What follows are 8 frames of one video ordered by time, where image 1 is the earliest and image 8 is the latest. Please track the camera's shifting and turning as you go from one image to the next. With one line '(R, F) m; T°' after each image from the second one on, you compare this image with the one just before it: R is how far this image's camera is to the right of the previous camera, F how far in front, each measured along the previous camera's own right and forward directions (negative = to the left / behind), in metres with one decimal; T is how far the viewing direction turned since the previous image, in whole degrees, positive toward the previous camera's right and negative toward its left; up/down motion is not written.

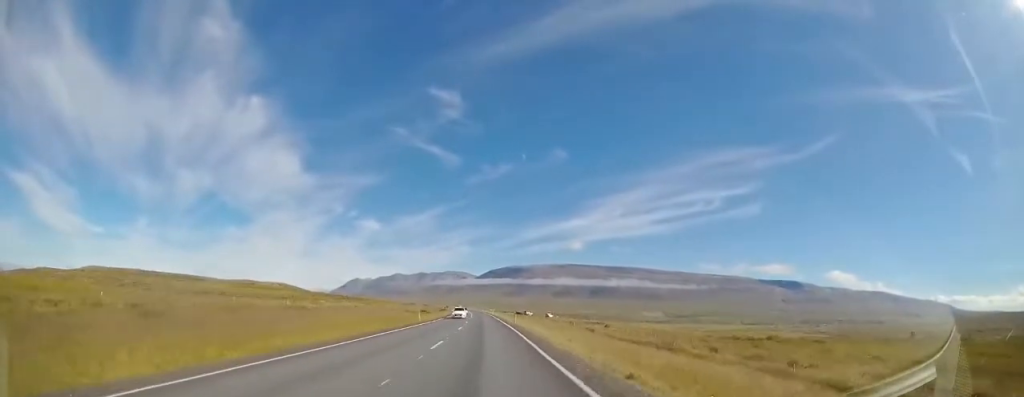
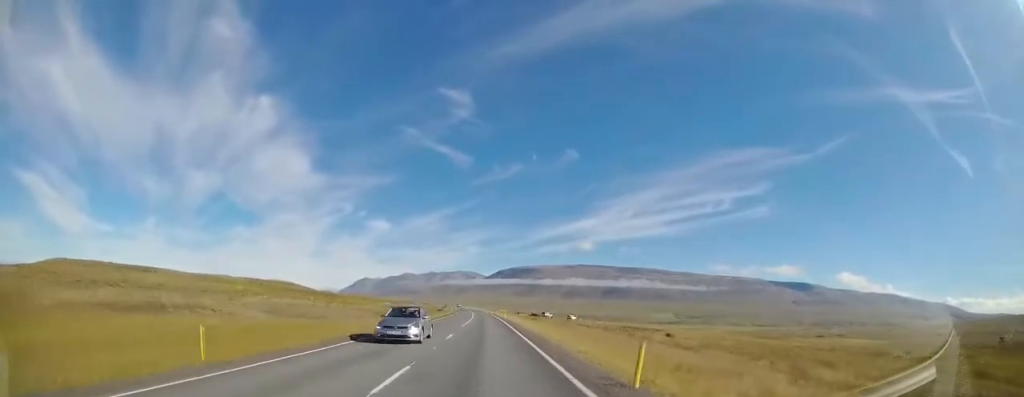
(-0.2, +30.6) m; -1°
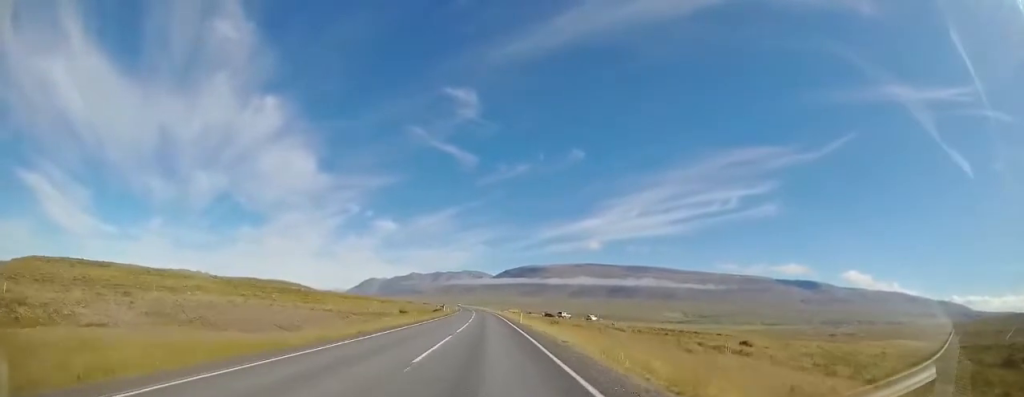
(-0.1, +19.8) m; -1°
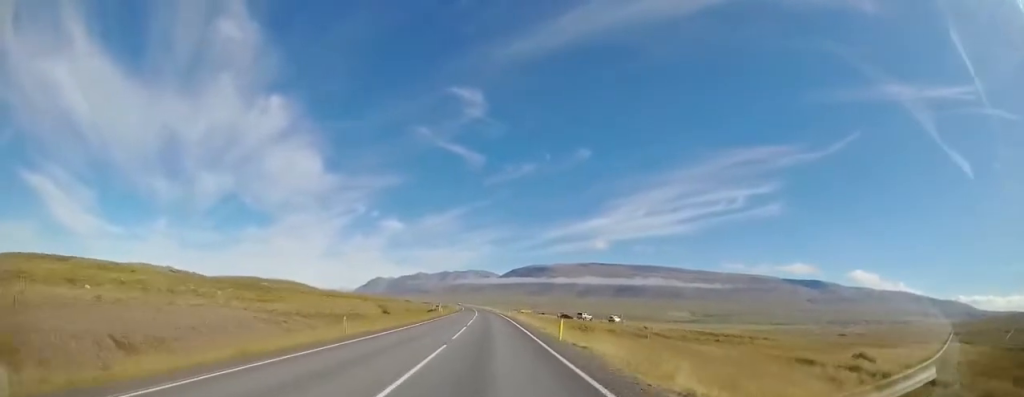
(-0.2, +17.8) m; -1°
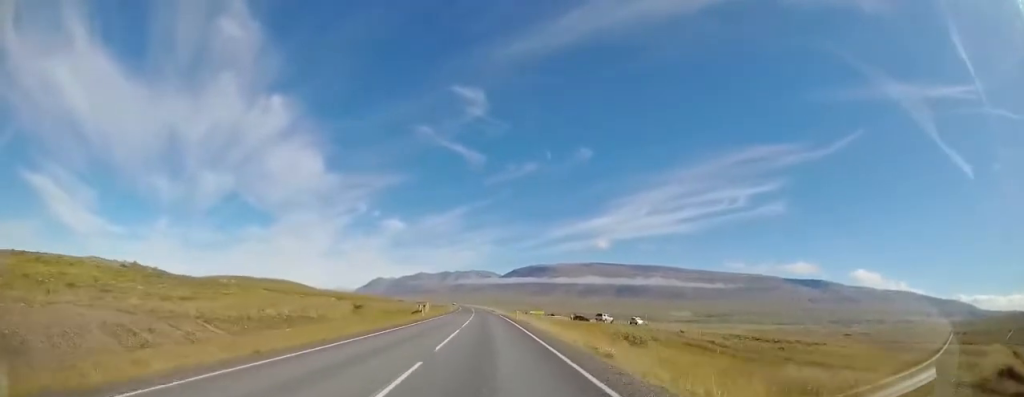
(0.0, +16.5) m; +1°
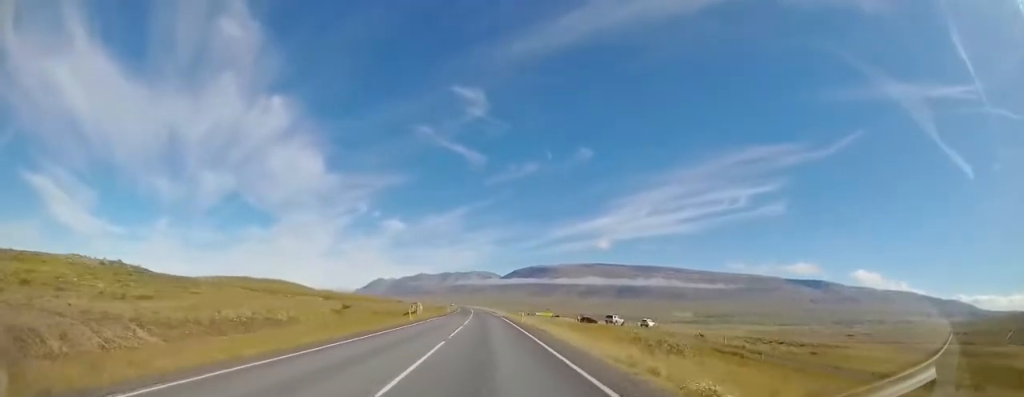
(+0.2, +6.7) m; +1°
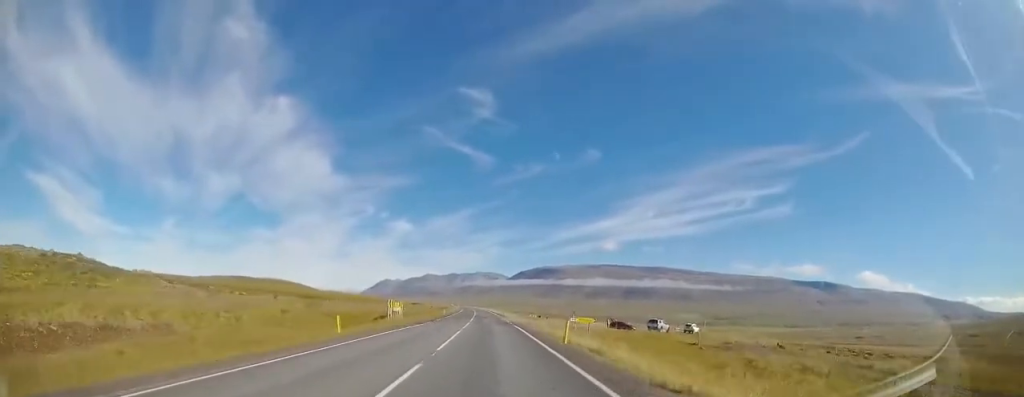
(-0.3, +17.8) m; -2°
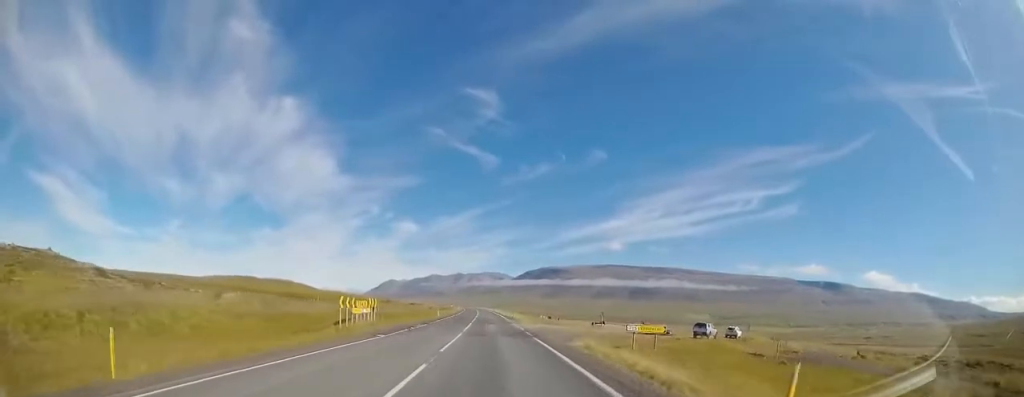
(-0.2, +11.7) m; -1°
